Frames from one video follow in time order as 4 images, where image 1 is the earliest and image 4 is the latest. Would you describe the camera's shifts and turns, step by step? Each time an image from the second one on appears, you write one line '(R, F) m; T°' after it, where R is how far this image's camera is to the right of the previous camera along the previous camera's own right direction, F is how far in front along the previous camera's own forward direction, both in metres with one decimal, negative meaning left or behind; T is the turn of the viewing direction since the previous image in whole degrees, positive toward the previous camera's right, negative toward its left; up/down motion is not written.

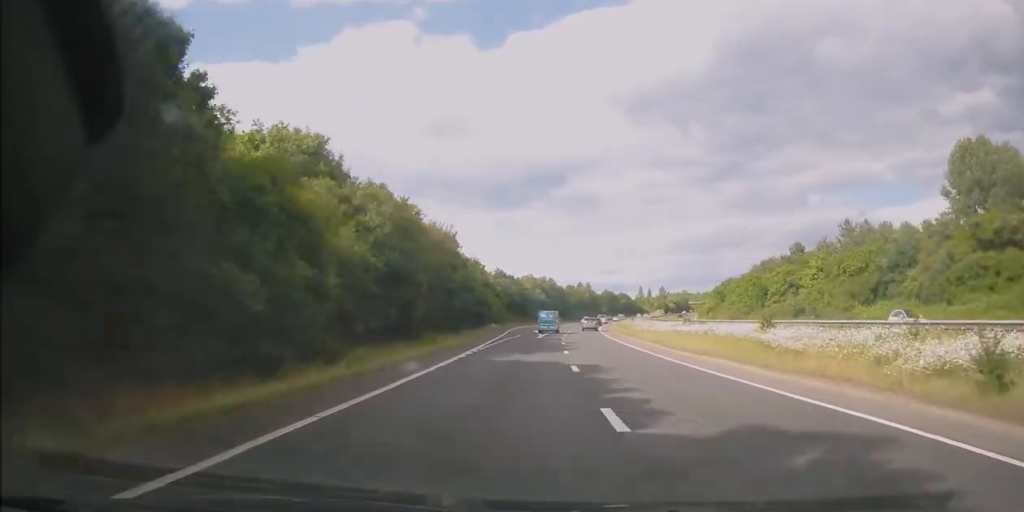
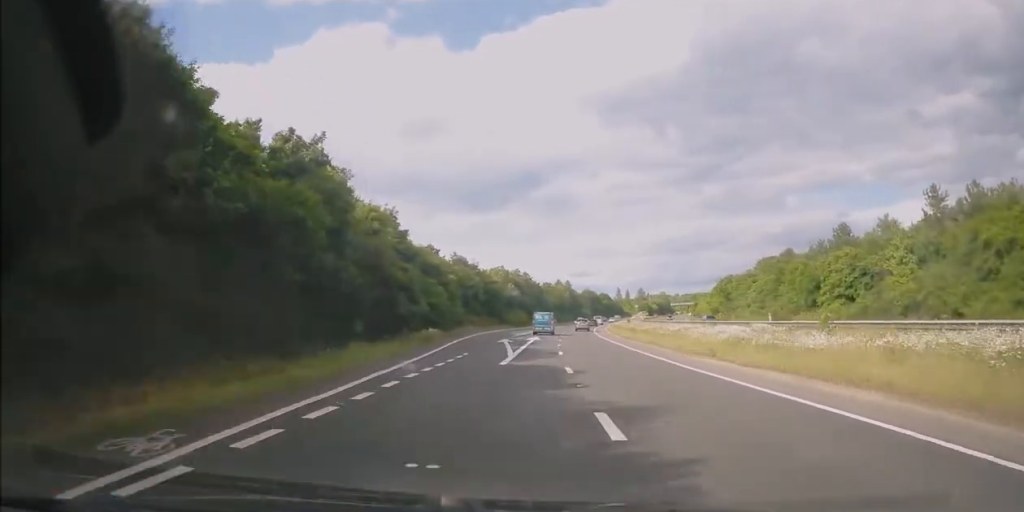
(+0.8, +26.3) m; +3°
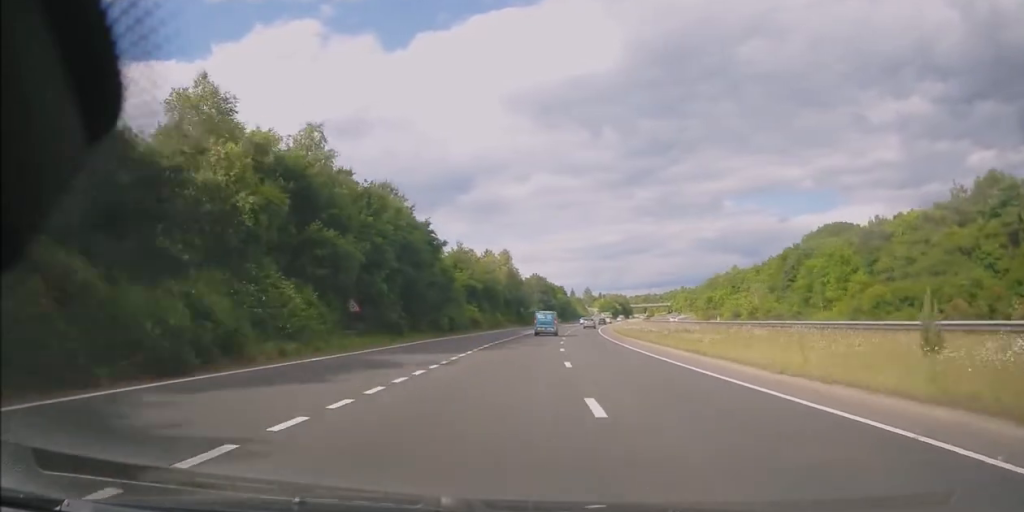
(+4.5, +87.3) m; +6°
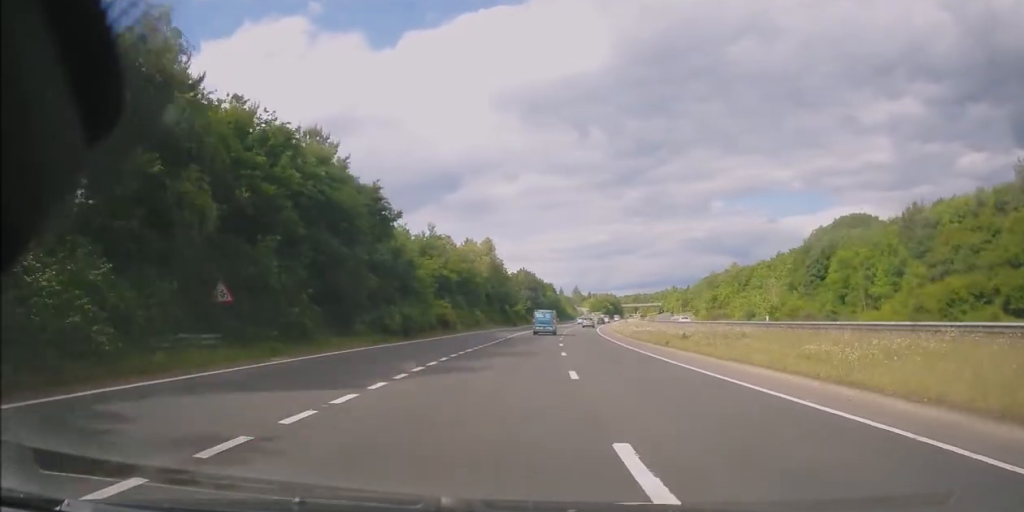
(+0.1, +12.9) m; +1°
